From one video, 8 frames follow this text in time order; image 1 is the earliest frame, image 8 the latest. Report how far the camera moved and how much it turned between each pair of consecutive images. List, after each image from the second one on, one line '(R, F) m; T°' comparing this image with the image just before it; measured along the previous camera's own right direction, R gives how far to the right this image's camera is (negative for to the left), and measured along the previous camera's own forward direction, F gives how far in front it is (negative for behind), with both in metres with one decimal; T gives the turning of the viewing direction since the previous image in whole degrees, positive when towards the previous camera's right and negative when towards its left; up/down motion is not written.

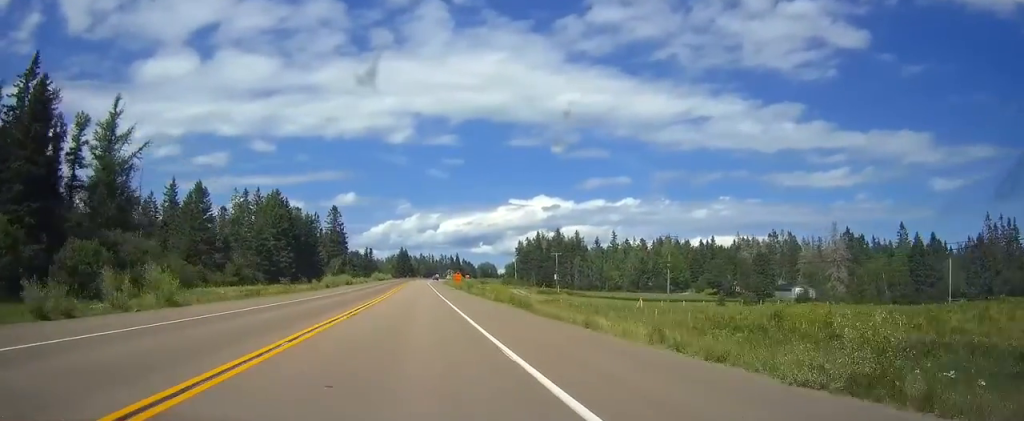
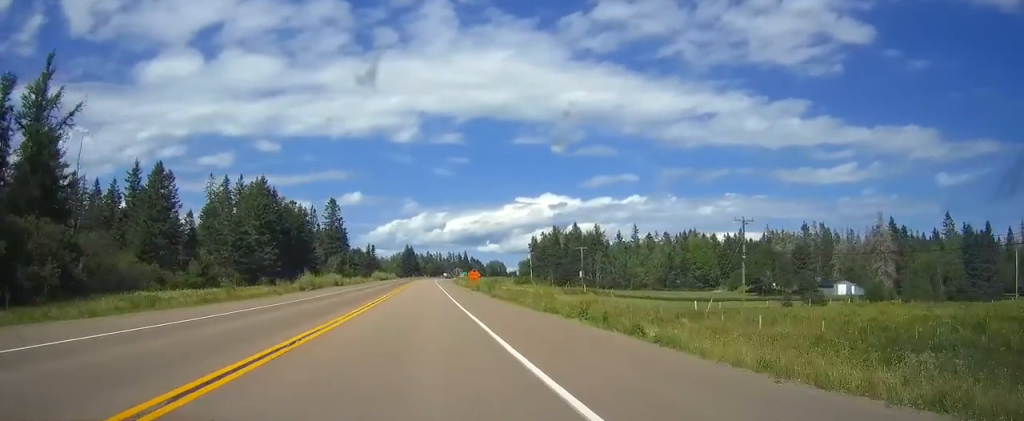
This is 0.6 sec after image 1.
(+0.1, +17.8) m; 0°
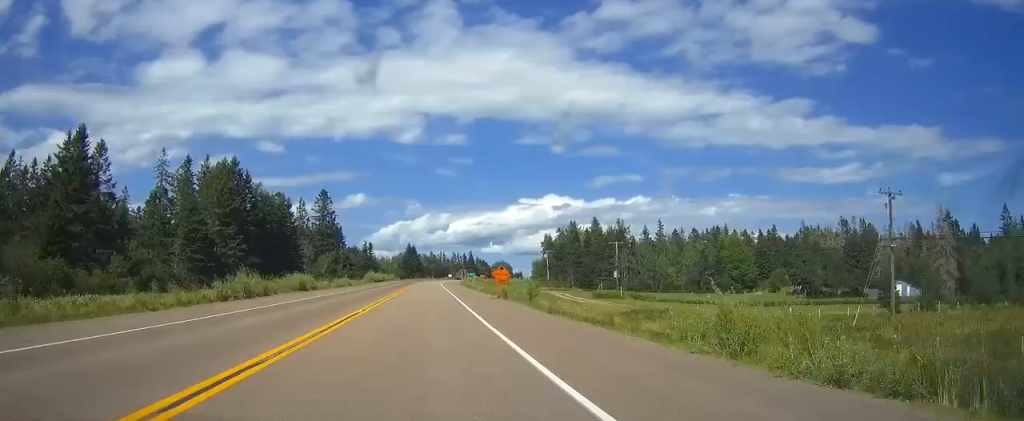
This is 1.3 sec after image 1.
(-0.2, +21.8) m; 0°
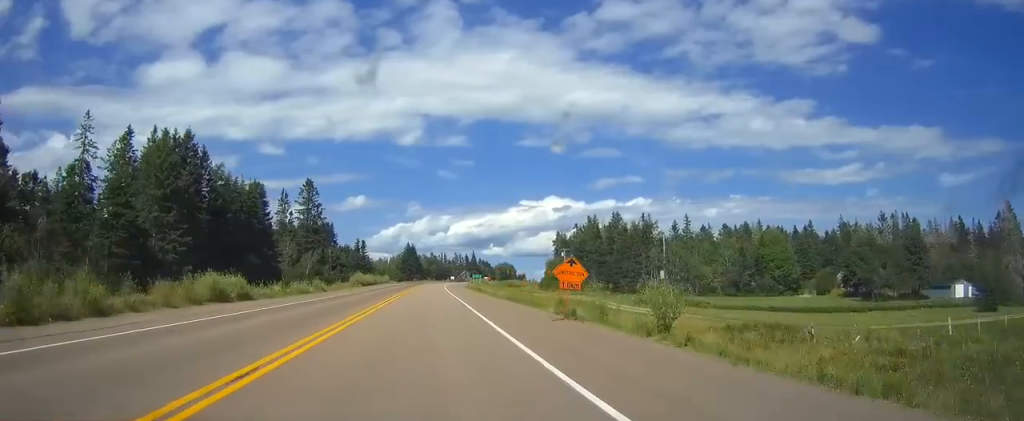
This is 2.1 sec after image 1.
(-0.1, +21.8) m; 0°
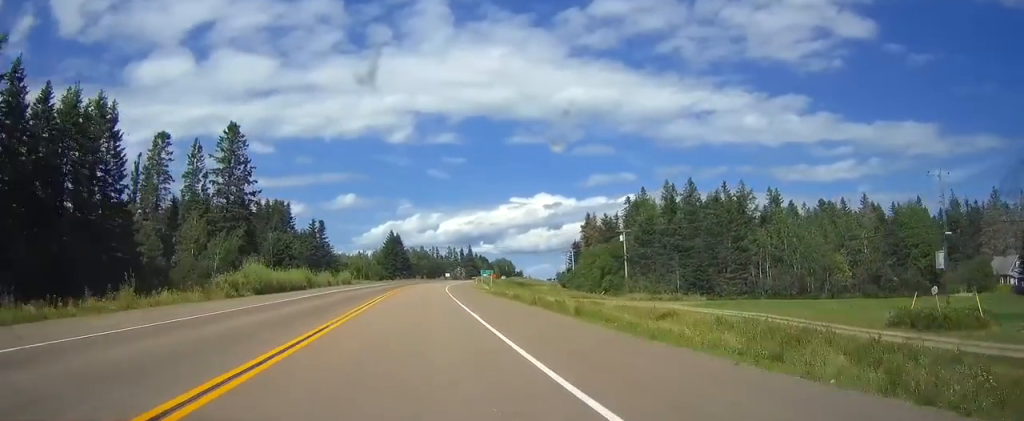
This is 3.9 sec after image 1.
(+0.2, +53.5) m; 0°
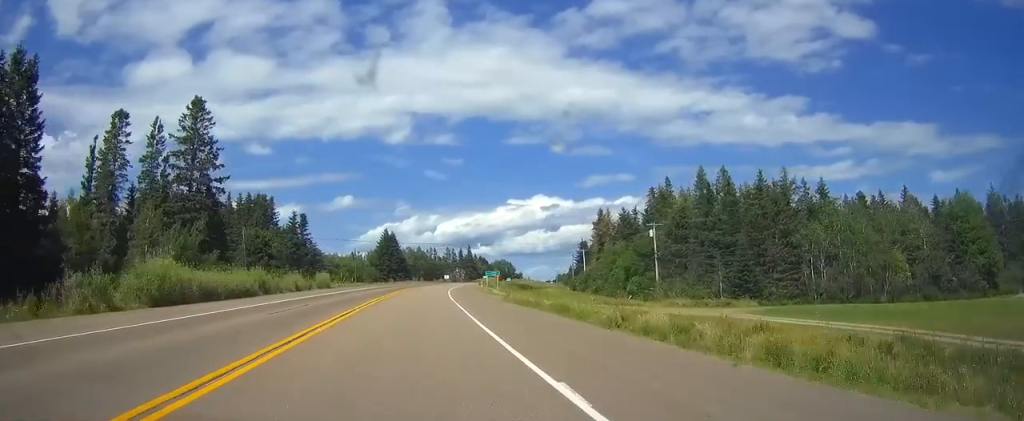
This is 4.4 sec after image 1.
(0.0, +14.8) m; 0°
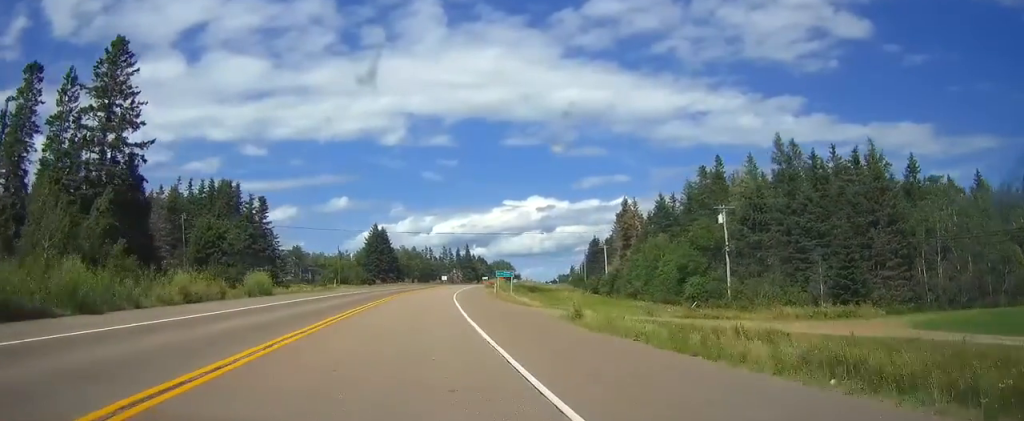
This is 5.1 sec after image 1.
(+0.1, +22.7) m; 0°
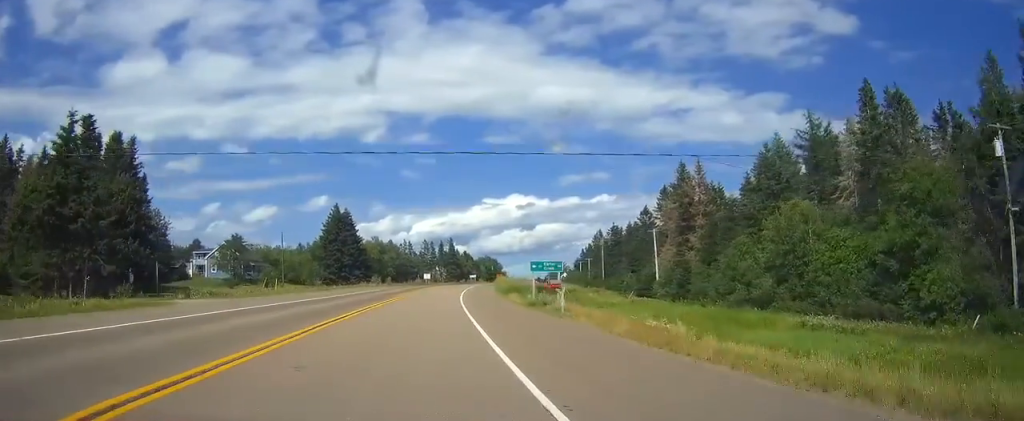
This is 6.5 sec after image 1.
(+0.4, +39.3) m; +2°
